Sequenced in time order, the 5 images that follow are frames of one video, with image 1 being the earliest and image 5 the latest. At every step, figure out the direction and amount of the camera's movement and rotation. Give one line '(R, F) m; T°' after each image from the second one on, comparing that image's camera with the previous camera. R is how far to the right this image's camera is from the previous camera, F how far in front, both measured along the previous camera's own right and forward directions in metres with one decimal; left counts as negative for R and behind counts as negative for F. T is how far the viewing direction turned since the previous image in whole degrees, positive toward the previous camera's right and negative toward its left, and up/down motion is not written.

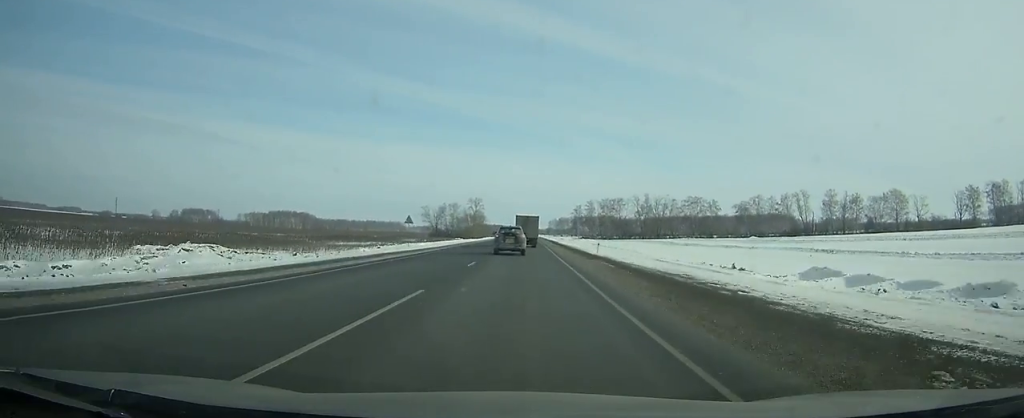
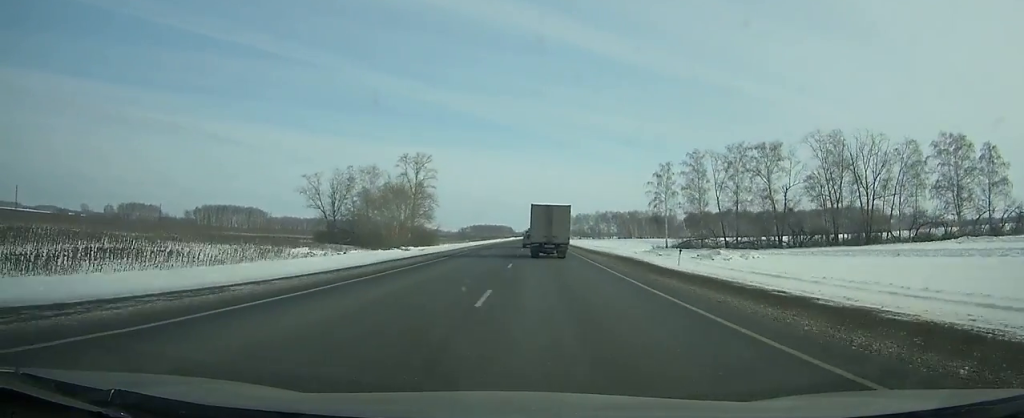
(-0.5, +171.6) m; -1°
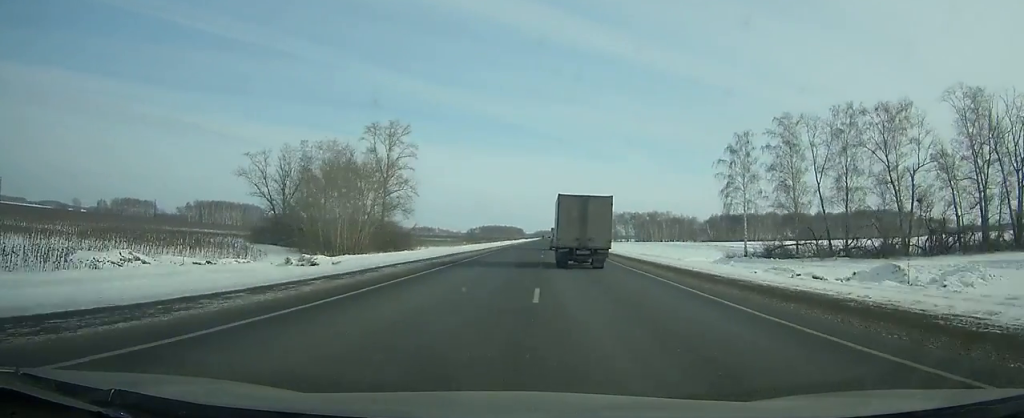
(-0.3, +34.9) m; 0°
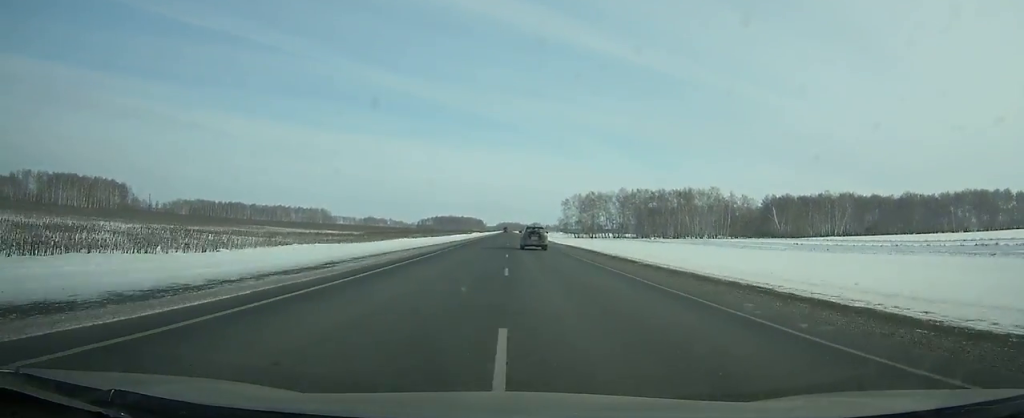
(+2.6, +171.9) m; +2°
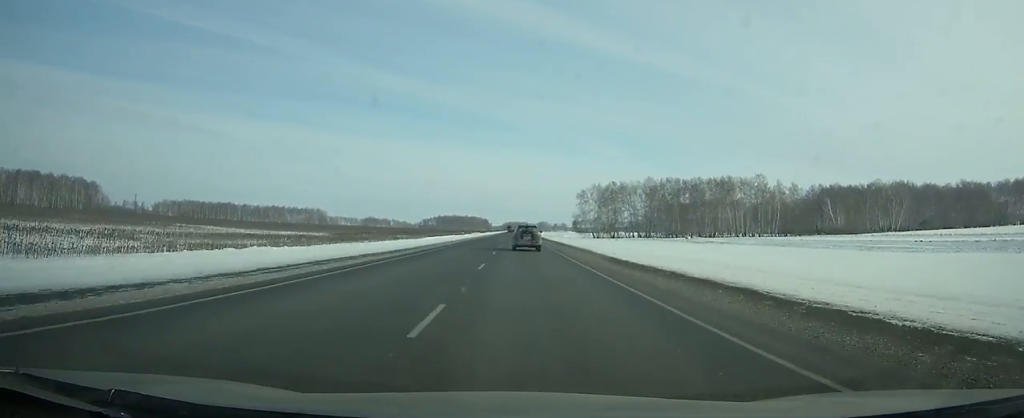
(+0.4, +46.3) m; 0°
